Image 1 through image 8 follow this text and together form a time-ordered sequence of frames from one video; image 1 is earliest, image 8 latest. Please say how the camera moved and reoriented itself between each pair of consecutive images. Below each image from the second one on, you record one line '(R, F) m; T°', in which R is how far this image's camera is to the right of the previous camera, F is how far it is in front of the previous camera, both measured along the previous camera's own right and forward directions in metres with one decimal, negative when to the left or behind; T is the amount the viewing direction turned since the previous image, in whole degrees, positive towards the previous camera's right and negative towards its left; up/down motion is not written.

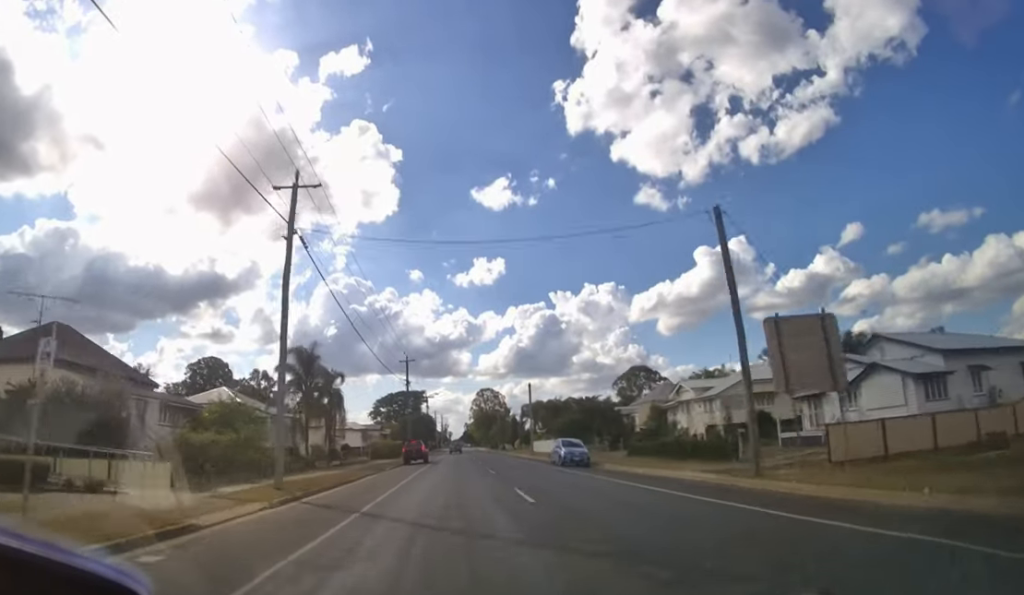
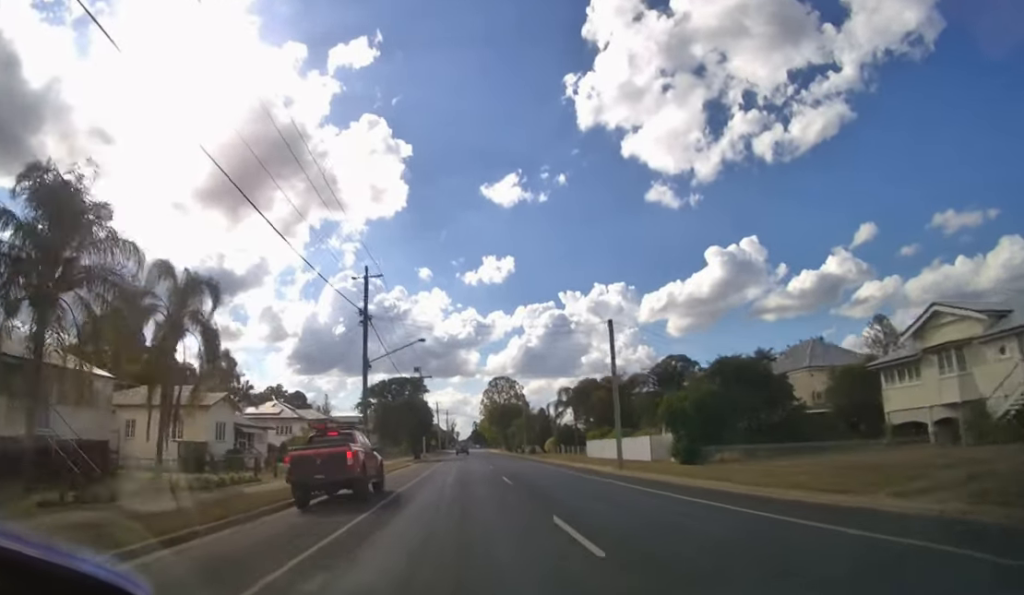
(-0.1, +24.1) m; -1°
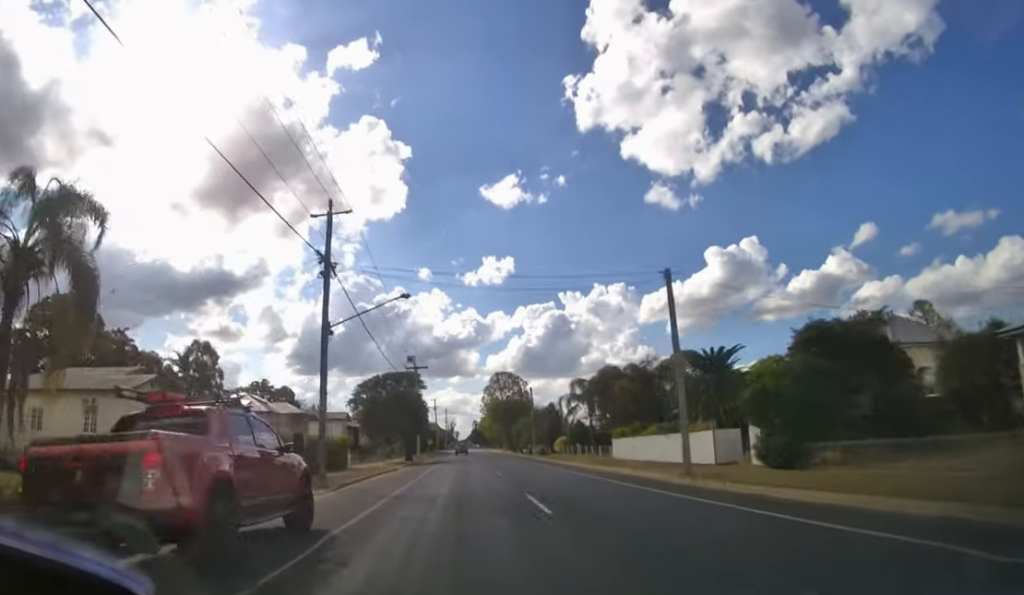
(0.0, +7.8) m; 0°
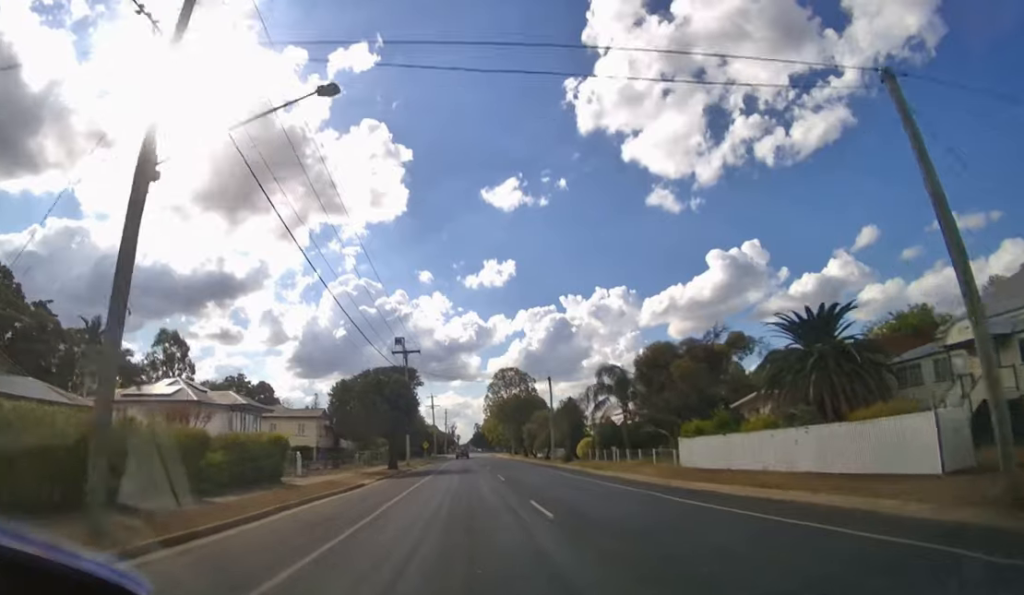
(0.0, +11.2) m; 0°
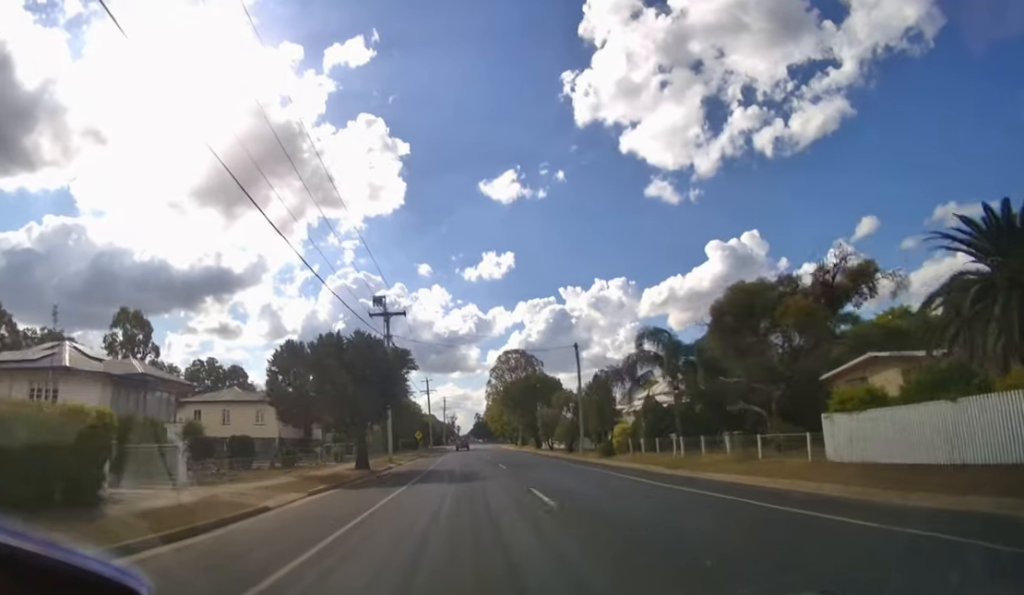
(0.0, +11.6) m; 0°
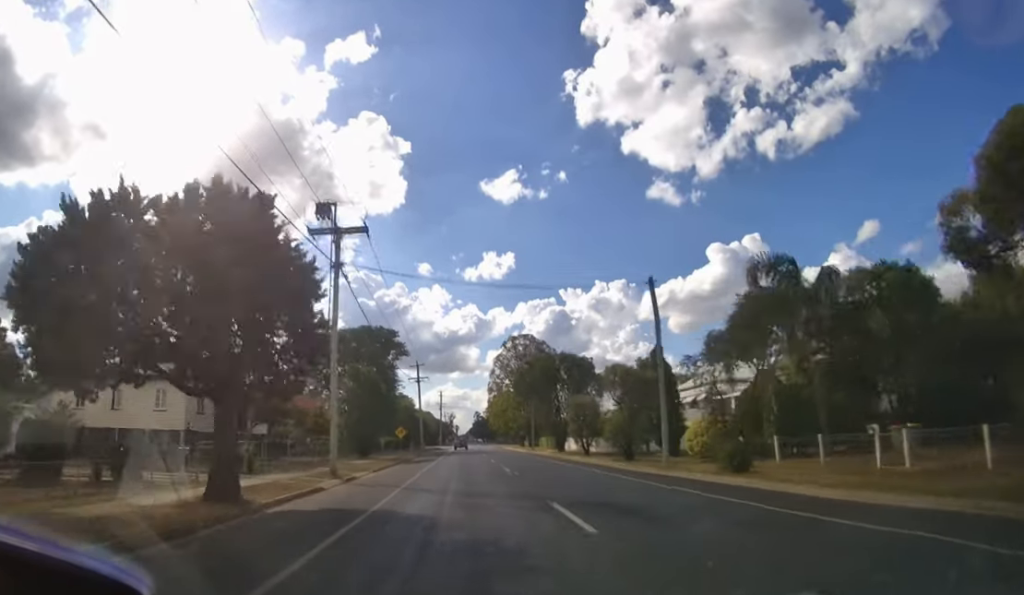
(0.0, +15.7) m; 0°
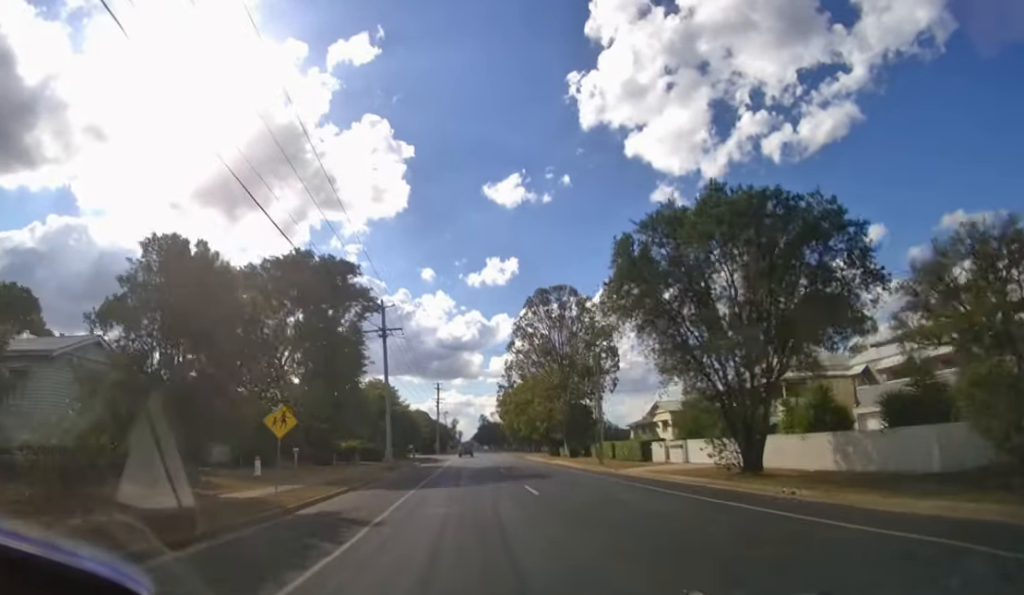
(0.0, +33.9) m; 0°
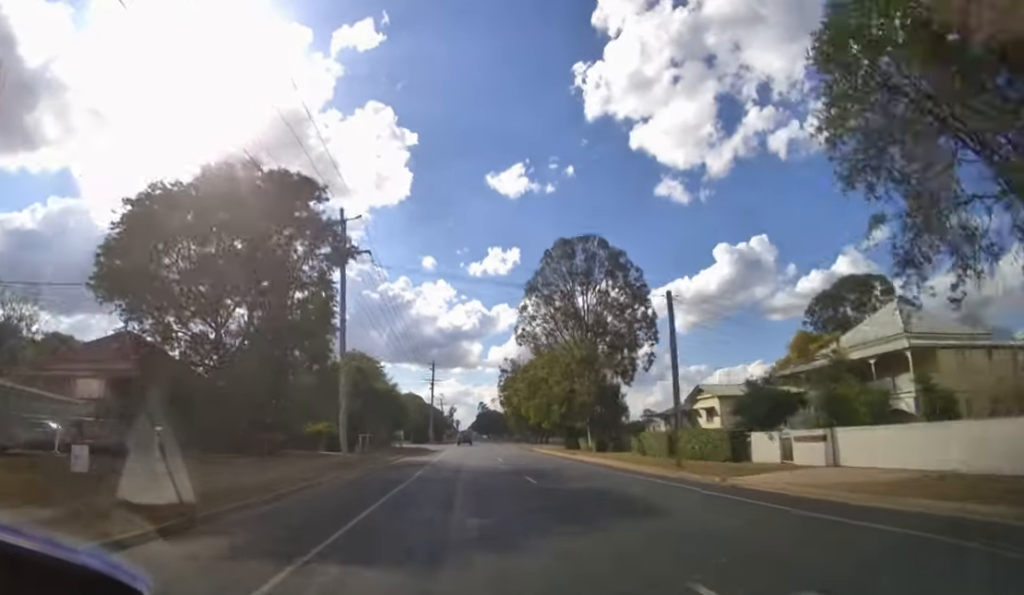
(0.0, +12.9) m; 0°
